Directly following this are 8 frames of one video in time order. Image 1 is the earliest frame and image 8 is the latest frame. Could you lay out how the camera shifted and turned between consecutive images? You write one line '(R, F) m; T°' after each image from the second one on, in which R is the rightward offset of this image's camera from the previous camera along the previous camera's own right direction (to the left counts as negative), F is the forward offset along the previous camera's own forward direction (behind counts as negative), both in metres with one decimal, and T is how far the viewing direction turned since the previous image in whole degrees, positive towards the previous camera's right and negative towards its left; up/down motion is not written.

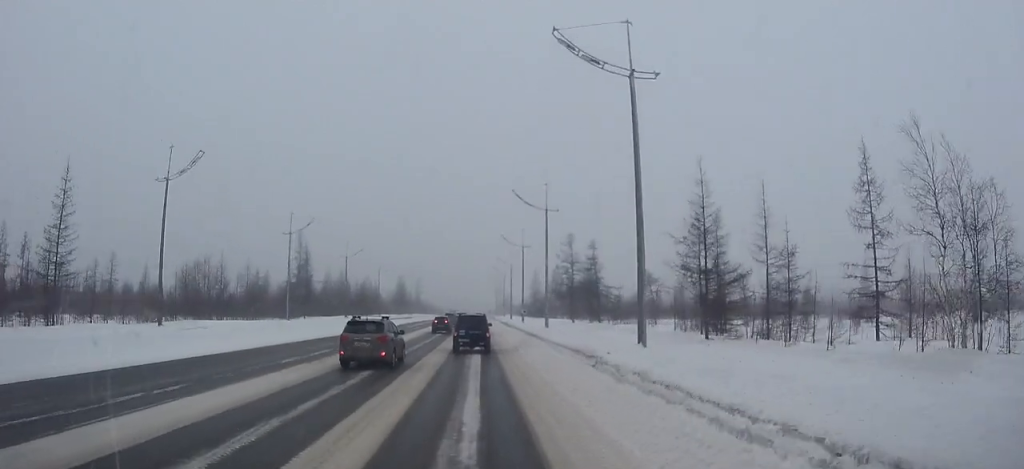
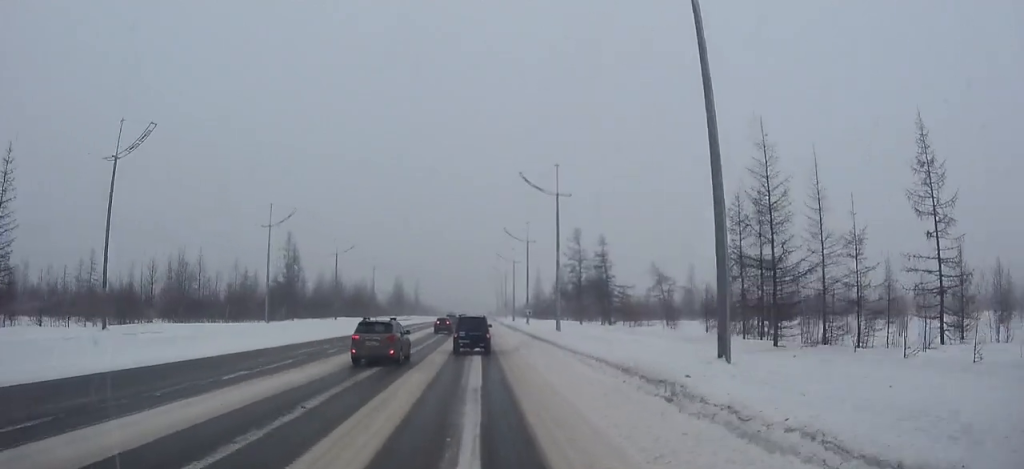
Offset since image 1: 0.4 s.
(0.0, +6.0) m; 0°
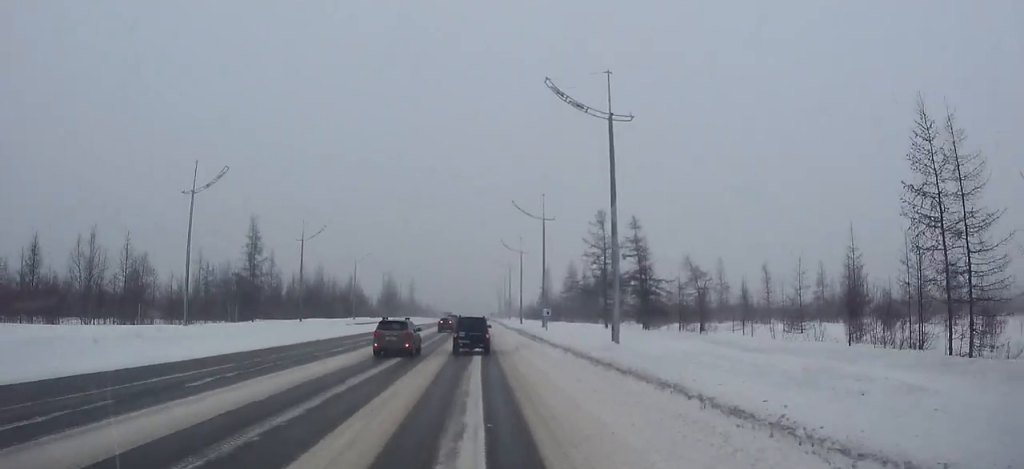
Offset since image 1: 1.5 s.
(0.0, +15.1) m; 0°
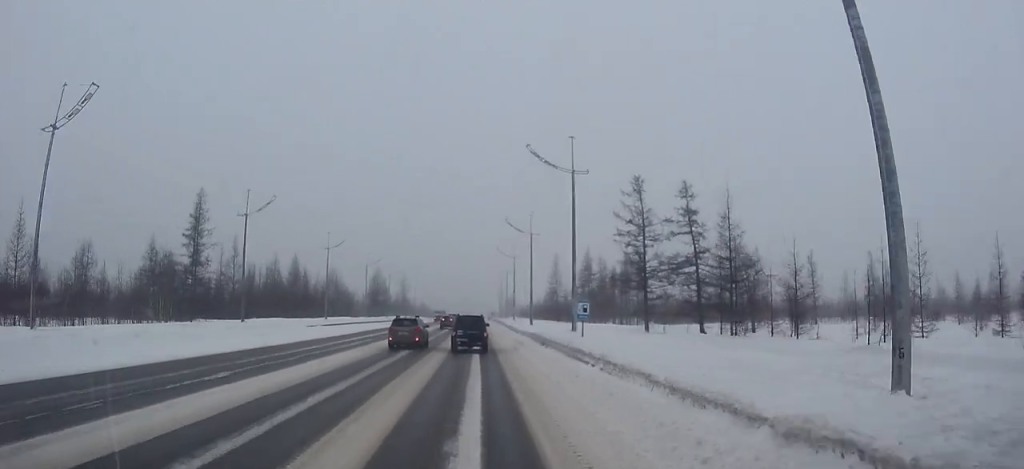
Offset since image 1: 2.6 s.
(0.0, +15.2) m; 0°
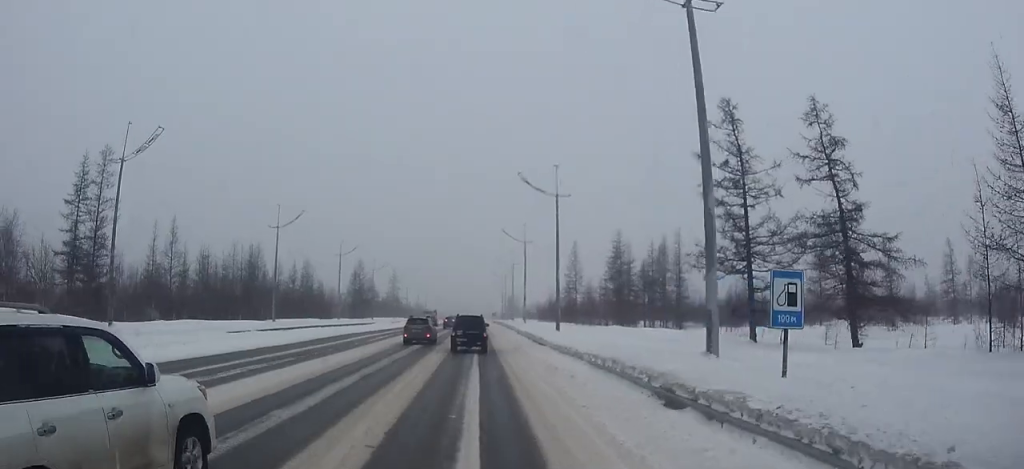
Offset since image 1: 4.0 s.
(0.0, +18.5) m; 0°
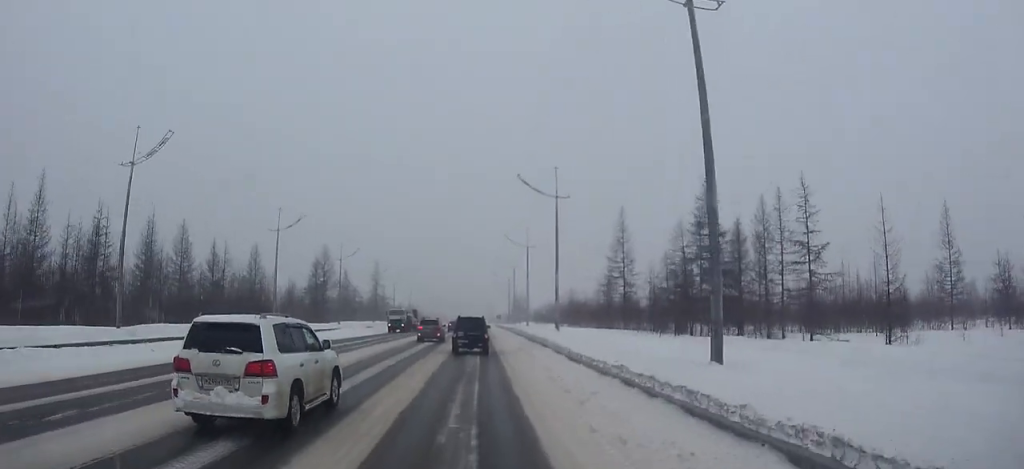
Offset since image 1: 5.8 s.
(0.0, +25.0) m; 0°
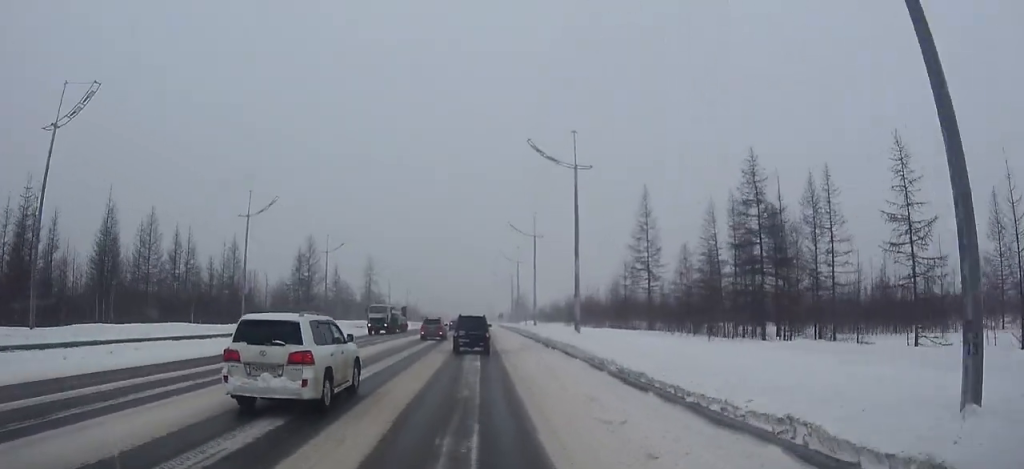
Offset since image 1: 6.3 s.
(0.0, +7.4) m; 0°
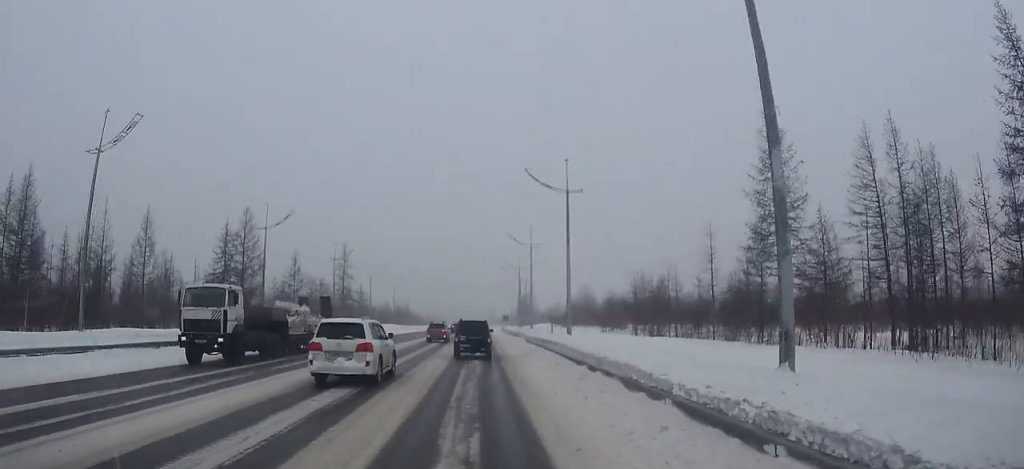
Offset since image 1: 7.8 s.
(0.0, +20.7) m; 0°
